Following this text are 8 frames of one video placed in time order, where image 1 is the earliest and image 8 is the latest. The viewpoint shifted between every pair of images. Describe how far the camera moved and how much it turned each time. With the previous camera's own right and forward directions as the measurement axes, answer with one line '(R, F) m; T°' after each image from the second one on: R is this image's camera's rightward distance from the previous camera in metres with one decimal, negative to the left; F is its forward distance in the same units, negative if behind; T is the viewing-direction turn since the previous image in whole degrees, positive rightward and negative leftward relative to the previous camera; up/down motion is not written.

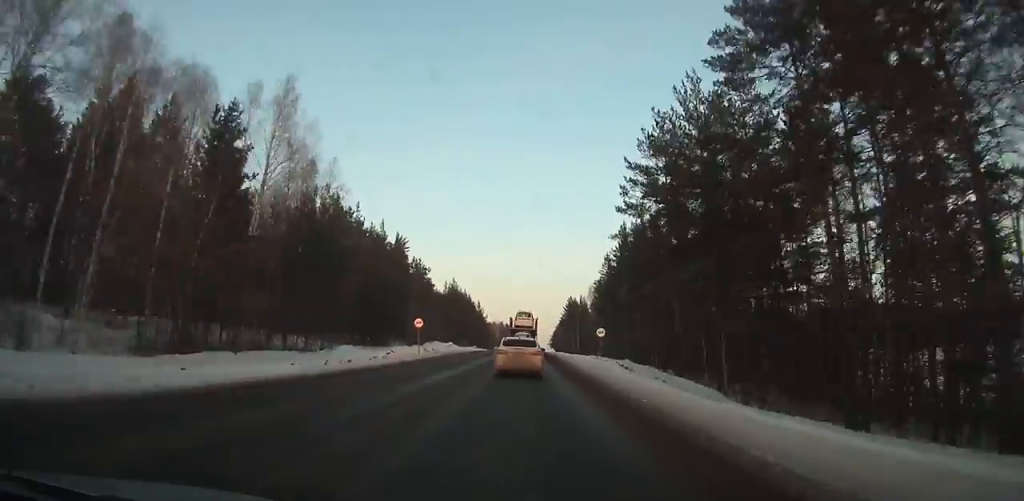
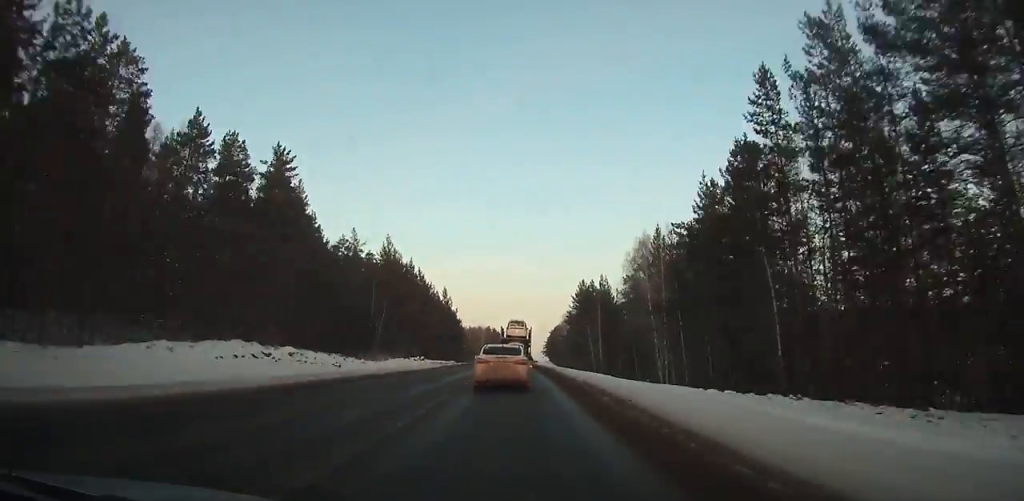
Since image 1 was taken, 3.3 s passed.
(+0.3, +63.0) m; 0°
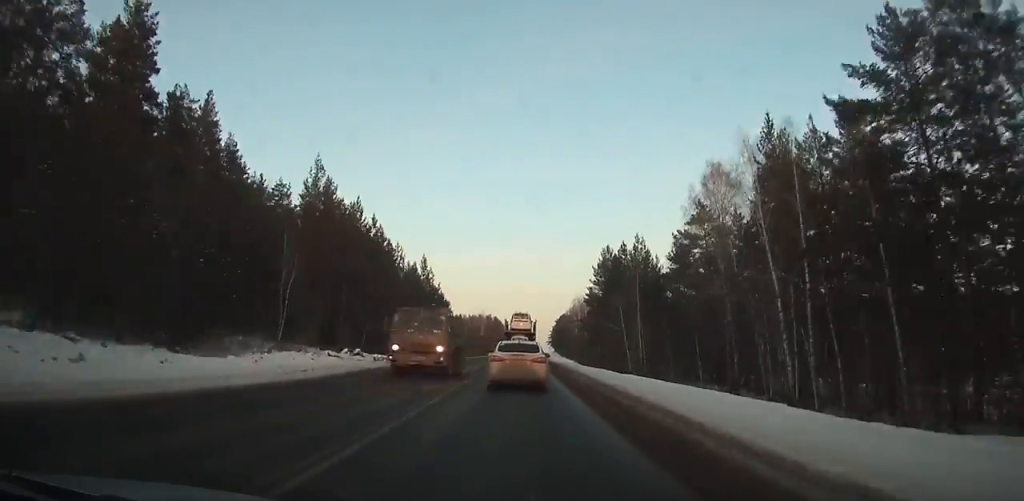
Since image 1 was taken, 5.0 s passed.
(-0.1, +31.3) m; 0°
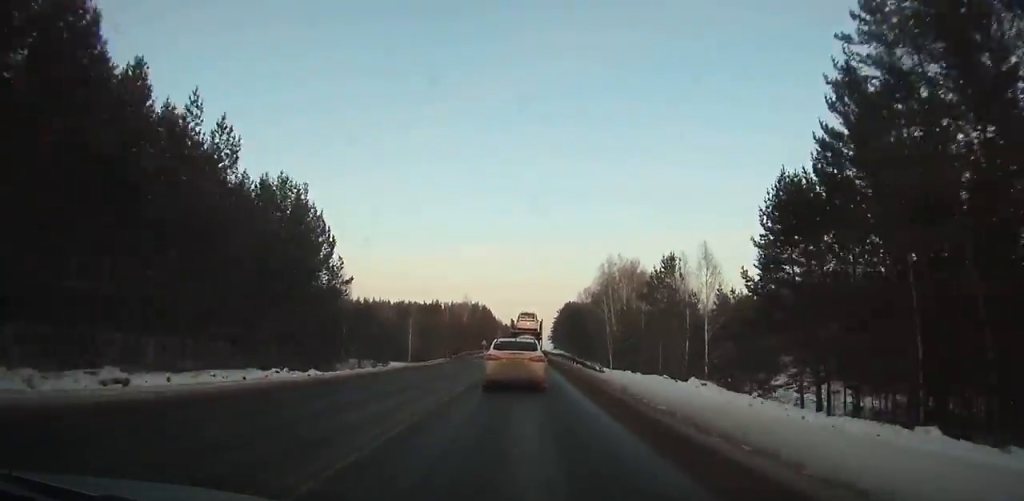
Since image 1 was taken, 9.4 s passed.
(+0.7, +77.5) m; +1°
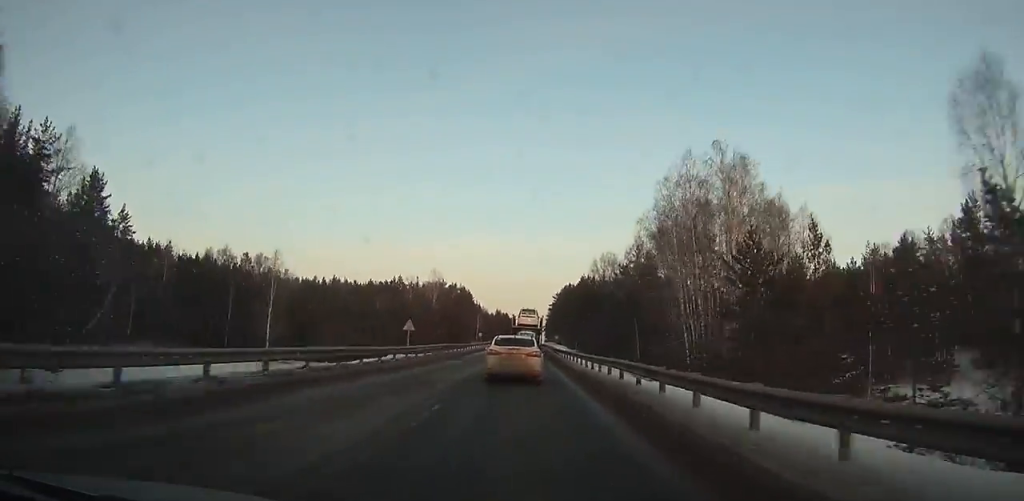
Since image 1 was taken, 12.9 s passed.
(+0.5, +60.2) m; +1°
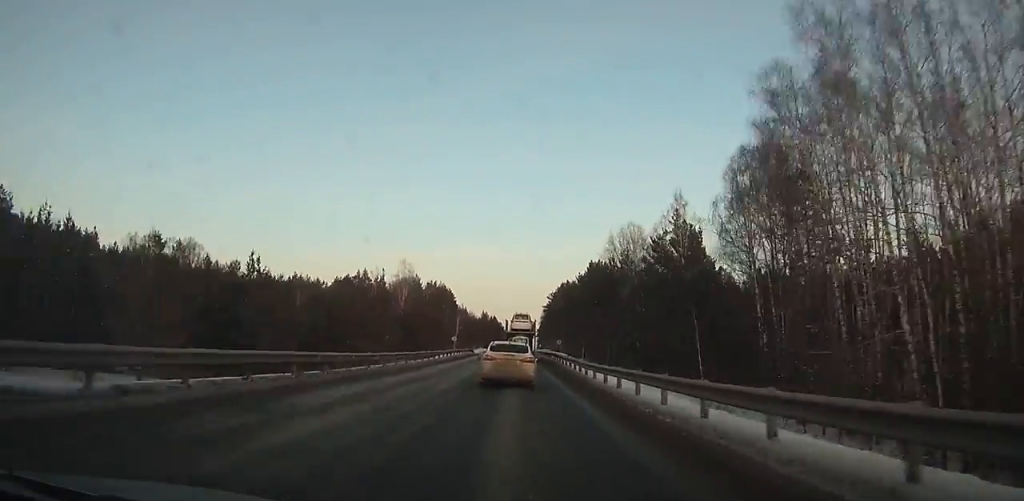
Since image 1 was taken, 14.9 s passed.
(+0.1, +34.6) m; 0°
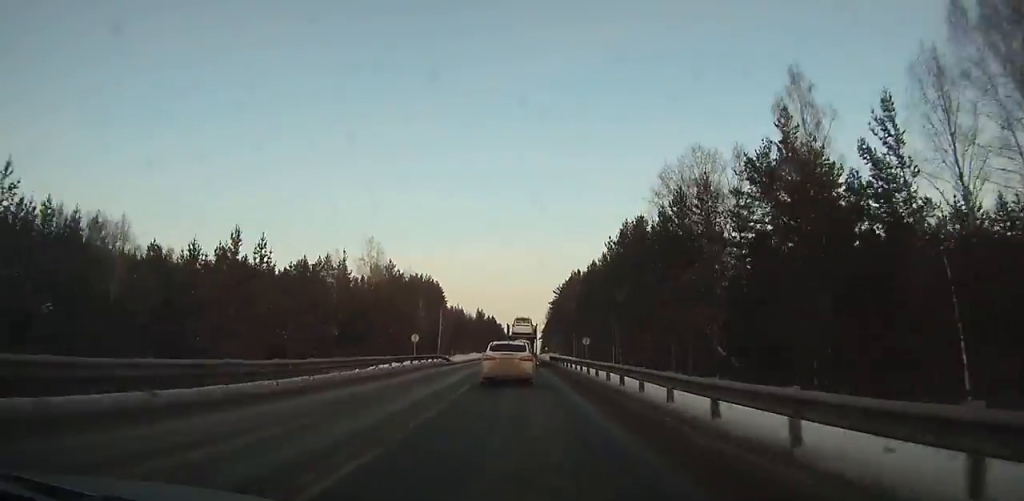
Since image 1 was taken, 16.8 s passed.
(0.0, +33.1) m; 0°
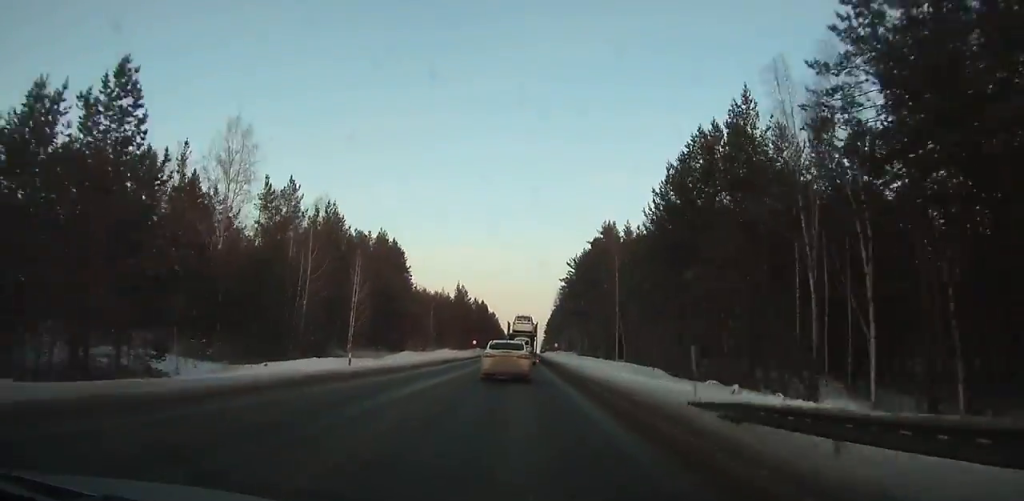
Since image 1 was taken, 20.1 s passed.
(+0.3, +57.8) m; +1°
